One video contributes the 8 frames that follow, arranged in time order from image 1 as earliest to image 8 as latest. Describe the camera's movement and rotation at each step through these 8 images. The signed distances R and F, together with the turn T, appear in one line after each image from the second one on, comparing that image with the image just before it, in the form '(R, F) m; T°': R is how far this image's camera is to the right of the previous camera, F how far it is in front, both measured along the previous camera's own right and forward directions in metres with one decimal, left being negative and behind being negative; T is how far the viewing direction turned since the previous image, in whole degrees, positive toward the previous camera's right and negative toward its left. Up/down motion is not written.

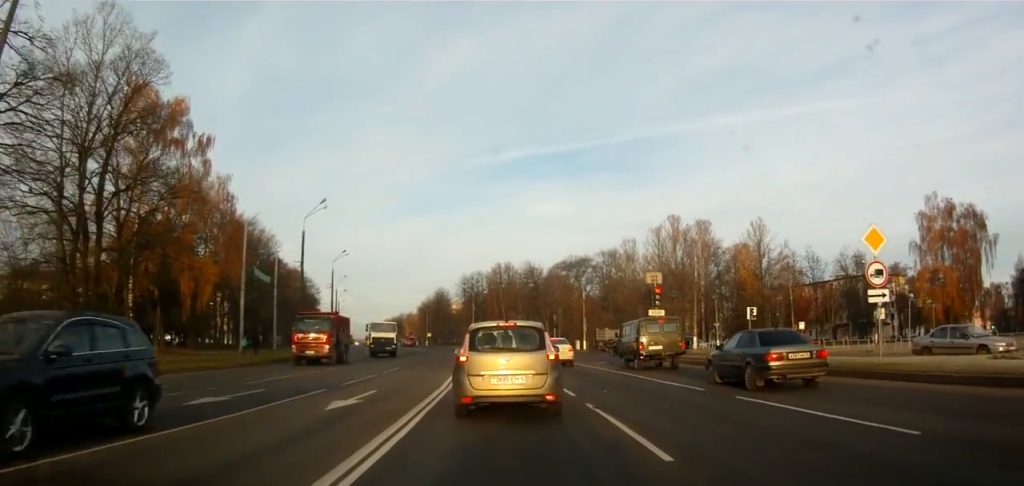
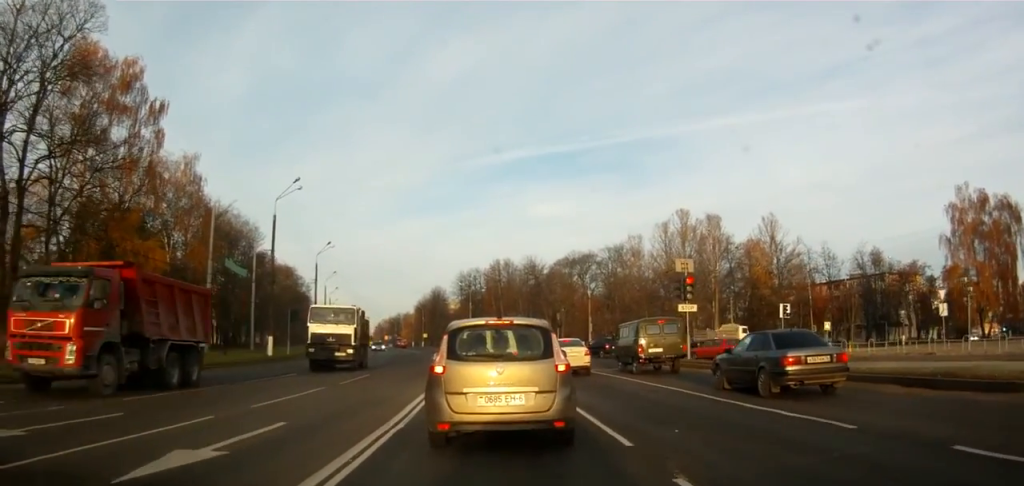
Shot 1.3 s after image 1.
(+0.2, +8.2) m; 0°
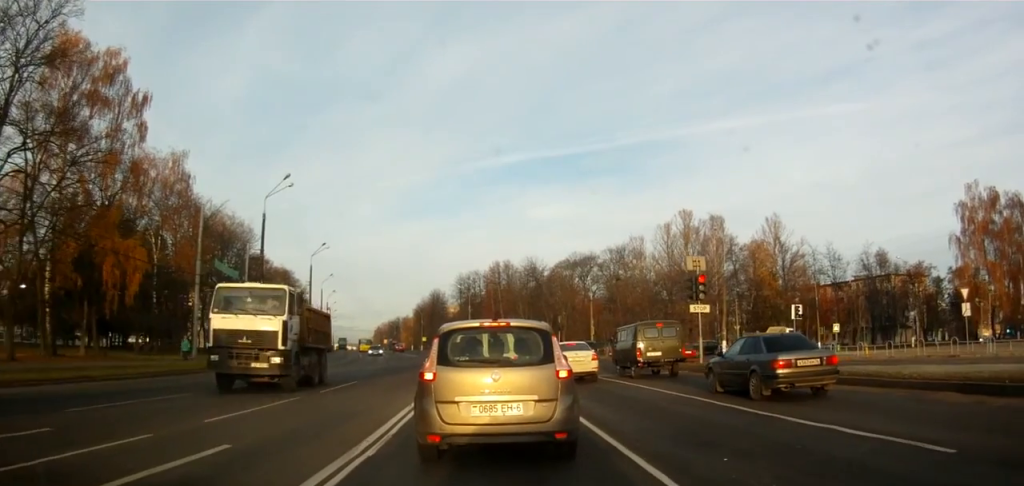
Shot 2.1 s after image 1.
(-0.1, +3.0) m; -4°
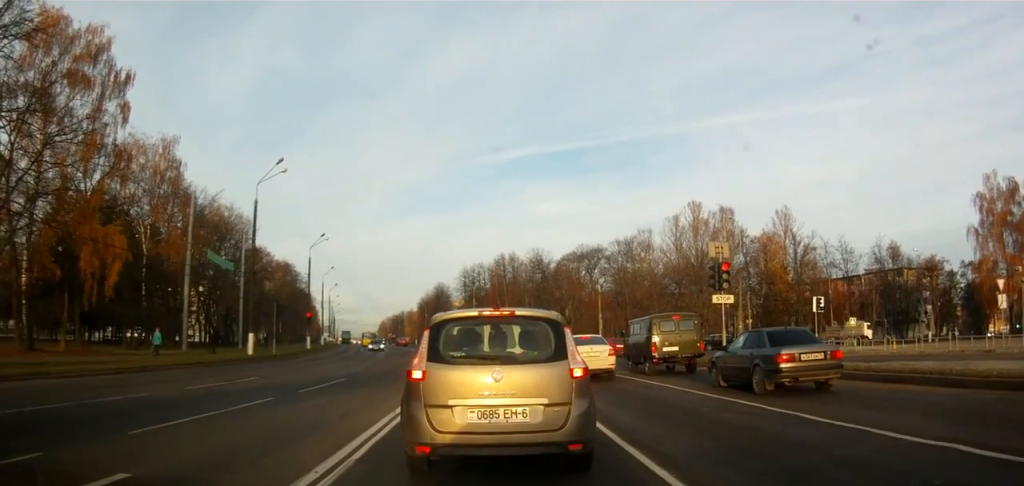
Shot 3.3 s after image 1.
(-0.2, +2.4) m; -4°
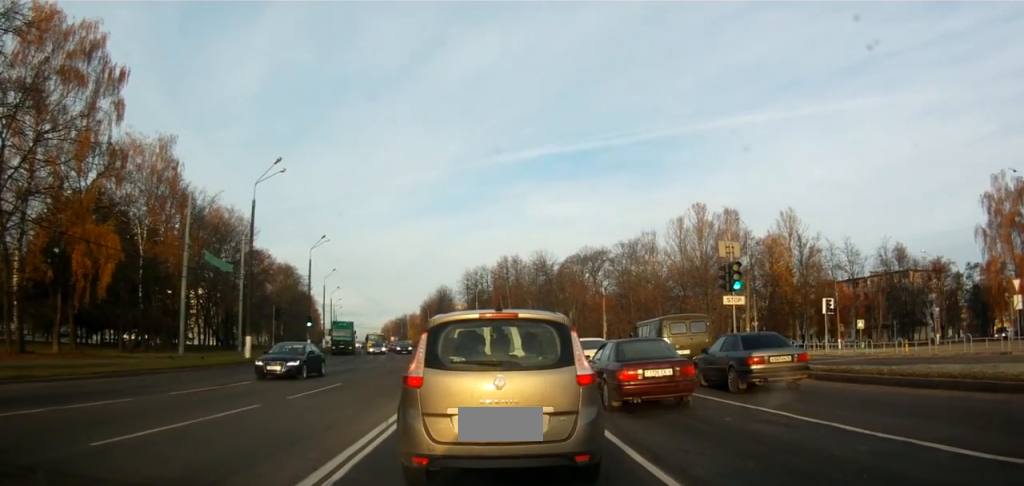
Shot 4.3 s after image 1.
(+0.1, +0.4) m; 0°
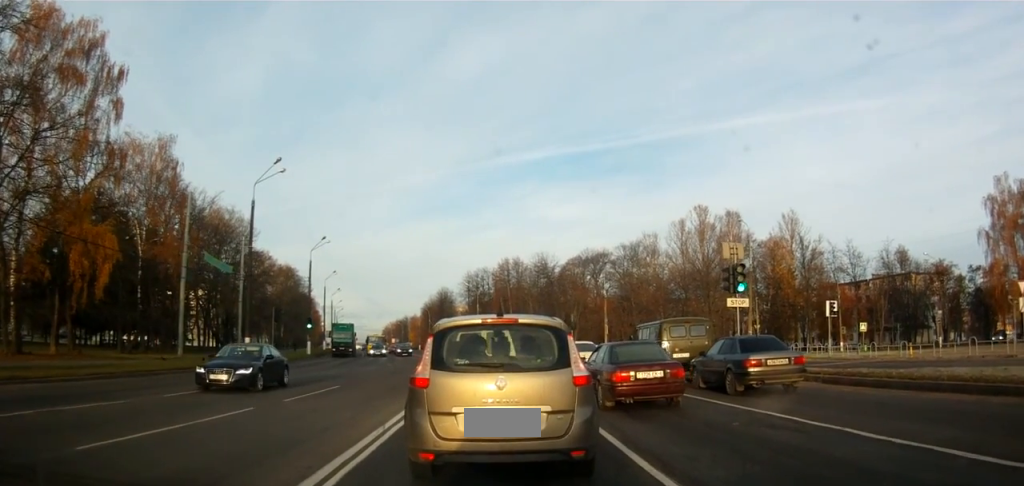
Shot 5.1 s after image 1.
(+0.4, +0.2) m; 0°
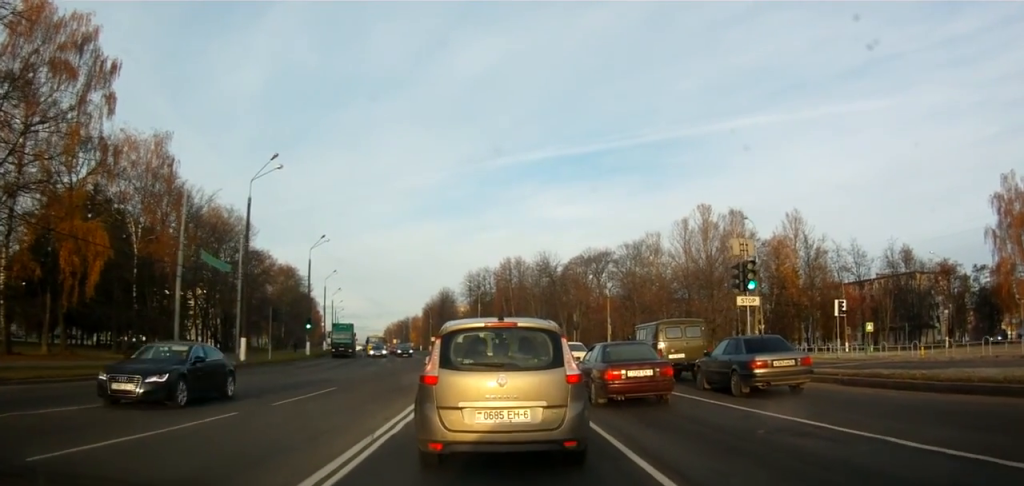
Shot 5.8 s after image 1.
(+0.3, +0.4) m; 0°
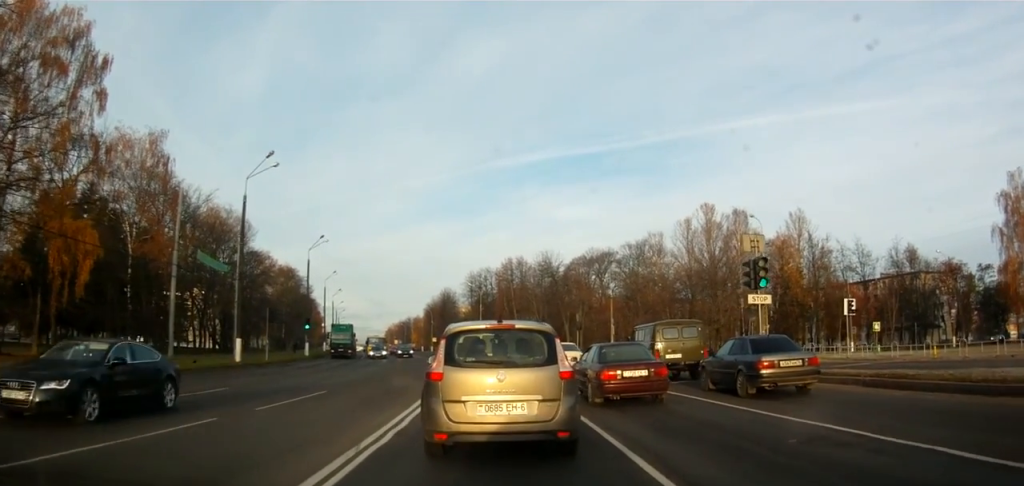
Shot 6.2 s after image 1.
(-0.1, +0.6) m; -1°
